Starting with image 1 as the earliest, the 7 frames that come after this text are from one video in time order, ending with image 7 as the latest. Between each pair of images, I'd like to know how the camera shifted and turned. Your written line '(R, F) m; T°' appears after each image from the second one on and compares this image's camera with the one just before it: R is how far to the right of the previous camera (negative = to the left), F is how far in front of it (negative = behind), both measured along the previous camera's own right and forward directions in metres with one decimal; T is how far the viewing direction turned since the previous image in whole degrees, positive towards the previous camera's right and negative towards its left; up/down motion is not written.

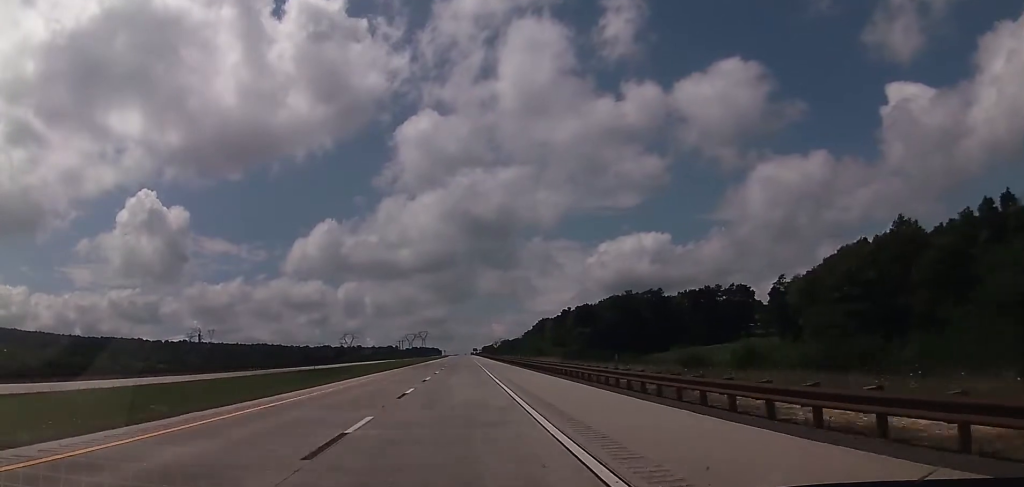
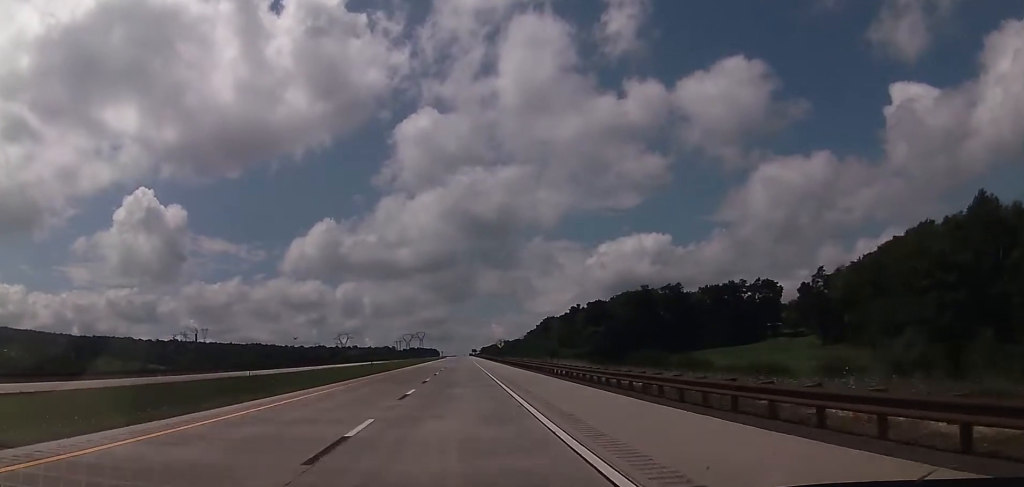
(-0.1, +24.6) m; 0°
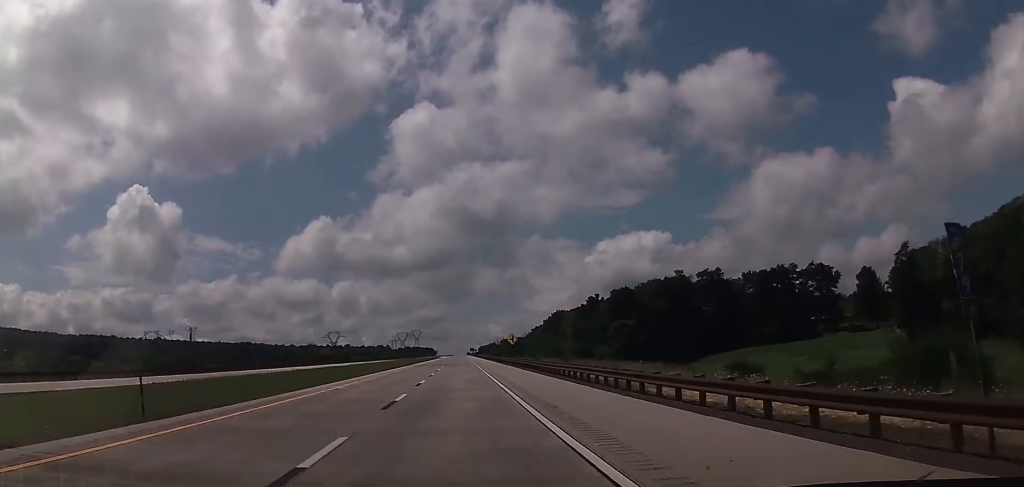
(+0.2, +39.6) m; +1°
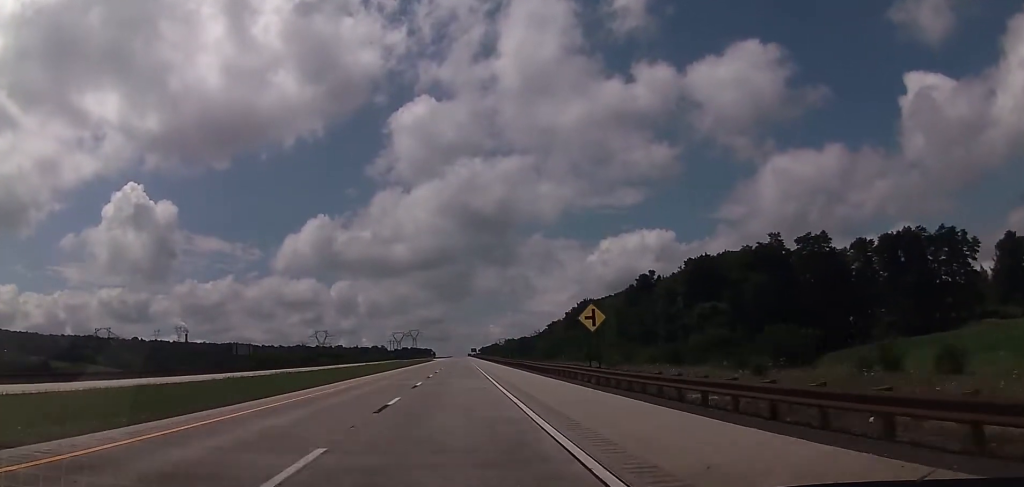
(-0.2, +61.1) m; -1°
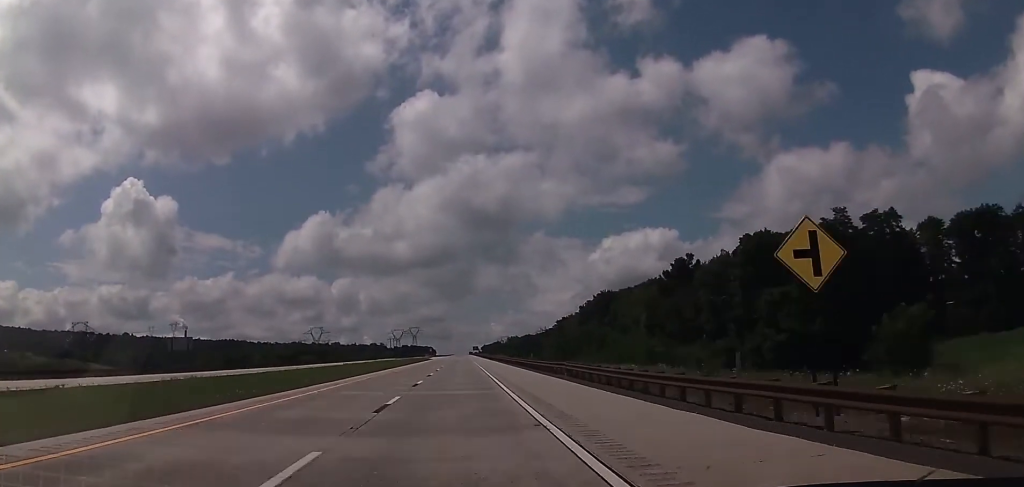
(0.0, +24.7) m; 0°
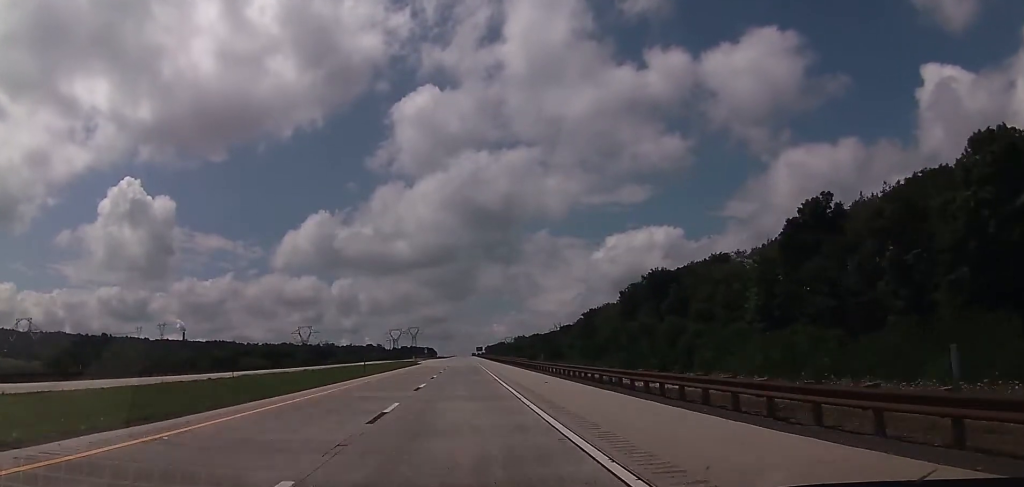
(0.0, +50.5) m; 0°
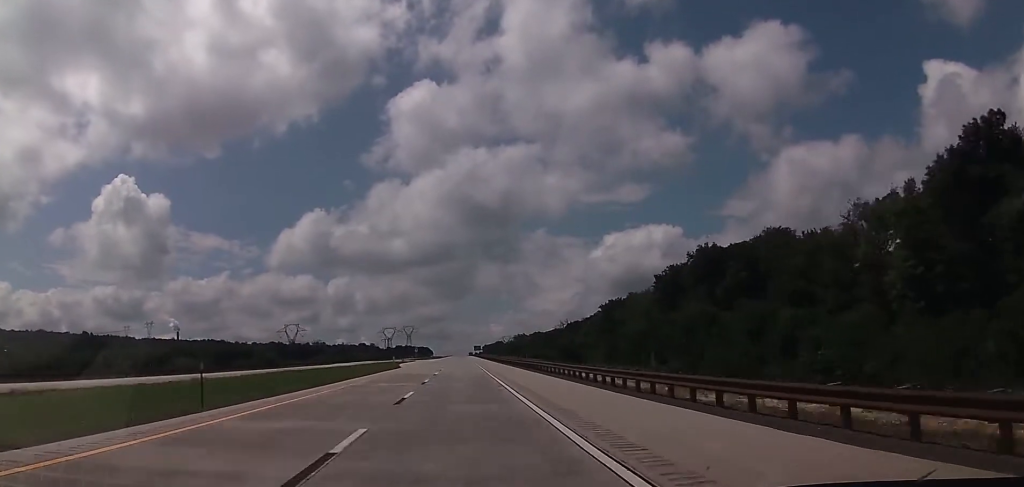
(0.0, +31.3) m; 0°
